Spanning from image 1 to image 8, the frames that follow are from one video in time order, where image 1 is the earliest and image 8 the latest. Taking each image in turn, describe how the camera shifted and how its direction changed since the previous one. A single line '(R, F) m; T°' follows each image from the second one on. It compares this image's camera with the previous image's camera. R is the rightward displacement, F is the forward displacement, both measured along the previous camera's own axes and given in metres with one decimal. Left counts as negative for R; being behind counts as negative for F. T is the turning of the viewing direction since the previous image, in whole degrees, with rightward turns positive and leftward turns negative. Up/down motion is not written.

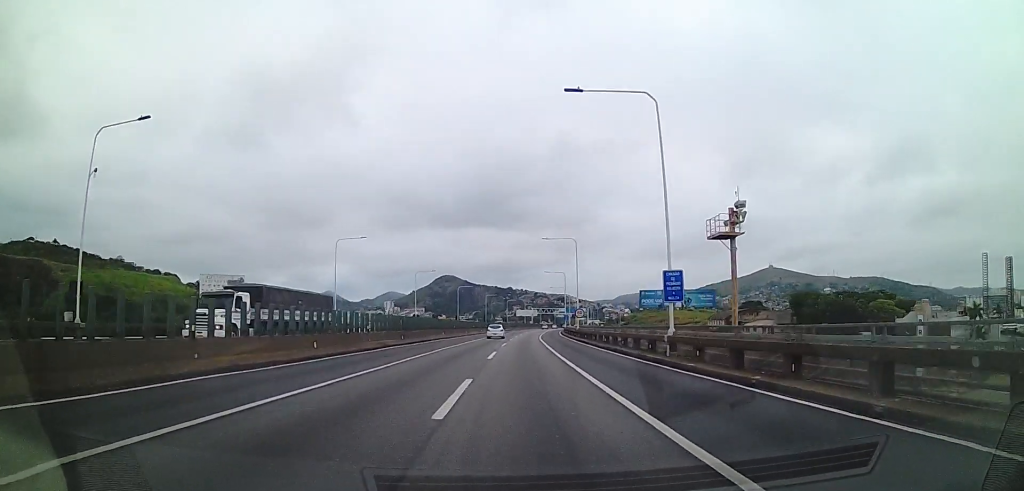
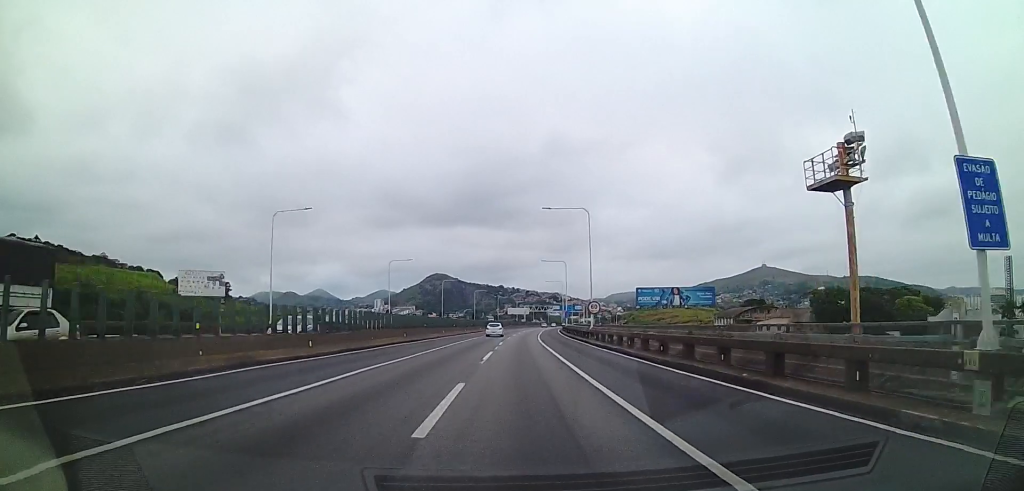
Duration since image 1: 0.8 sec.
(+0.5, +15.5) m; +1°
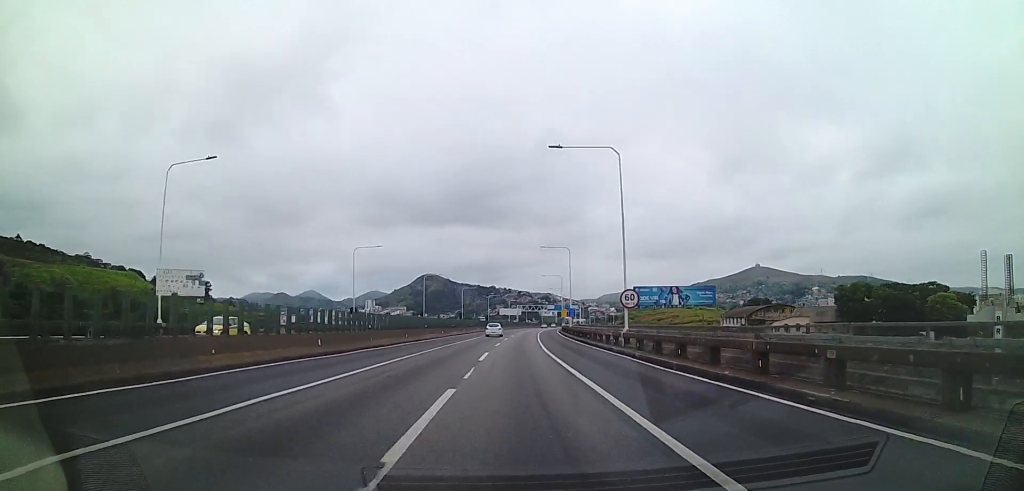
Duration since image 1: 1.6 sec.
(0.0, +15.8) m; 0°
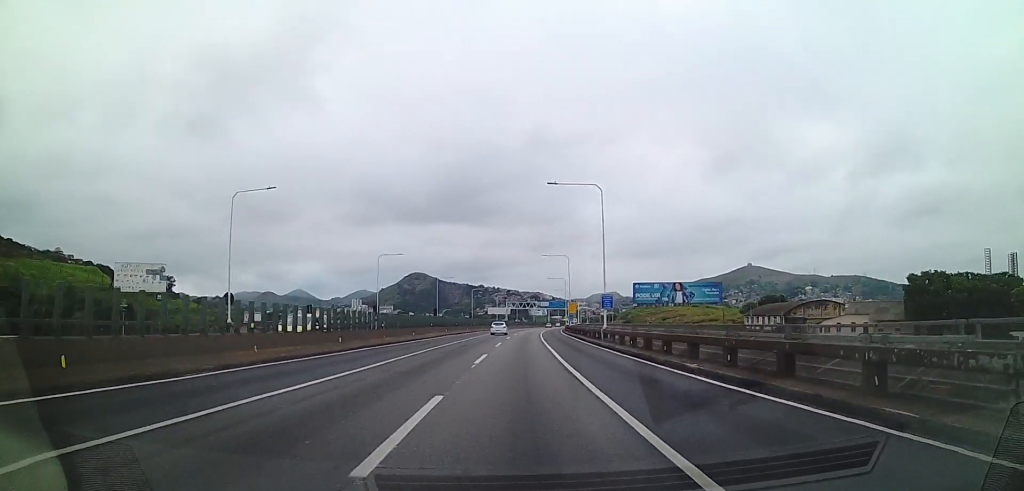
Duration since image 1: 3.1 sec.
(+0.1, +30.9) m; +2°
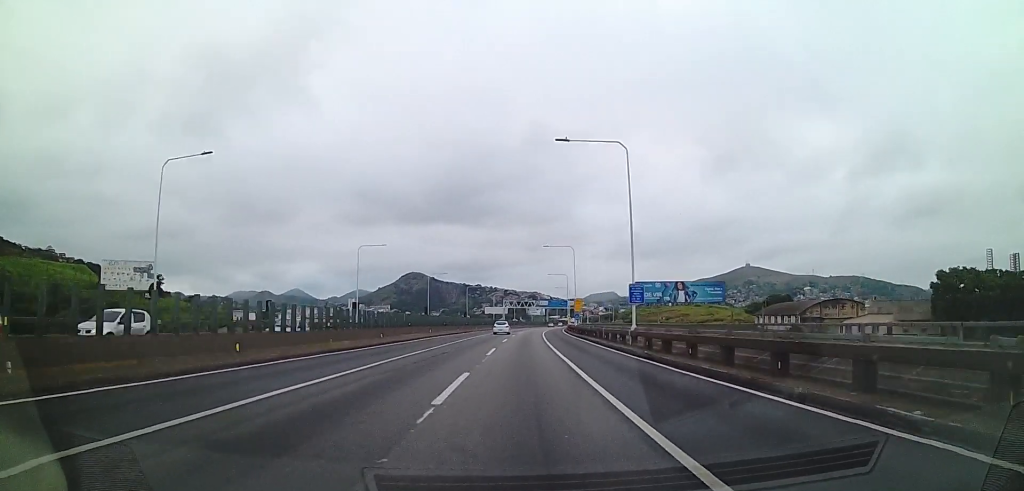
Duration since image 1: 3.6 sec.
(+0.2, +9.5) m; +1°
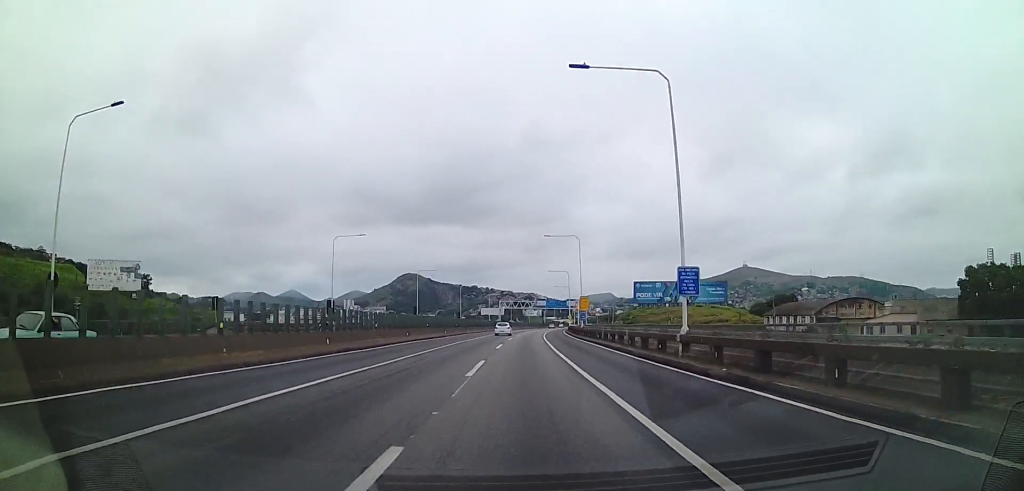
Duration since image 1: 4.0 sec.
(+0.1, +8.9) m; 0°
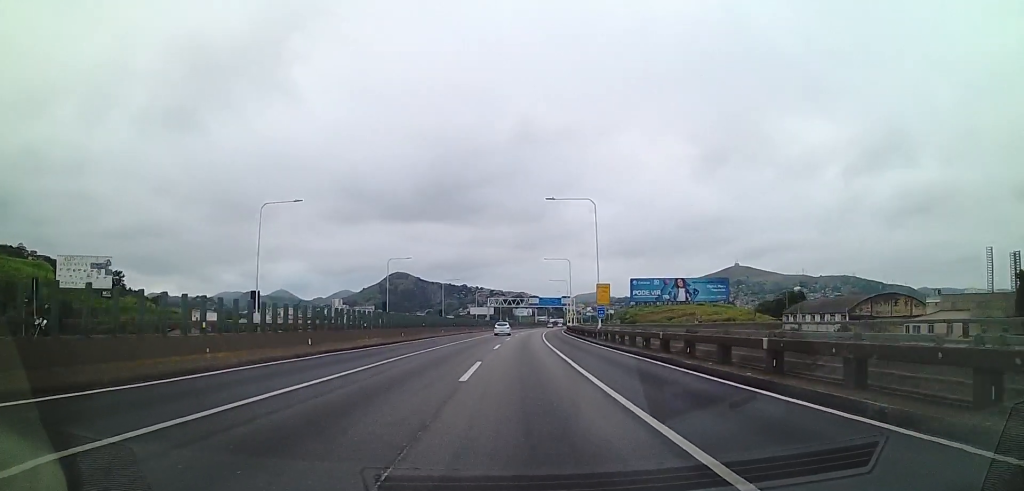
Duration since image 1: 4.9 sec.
(-0.1, +17.3) m; 0°
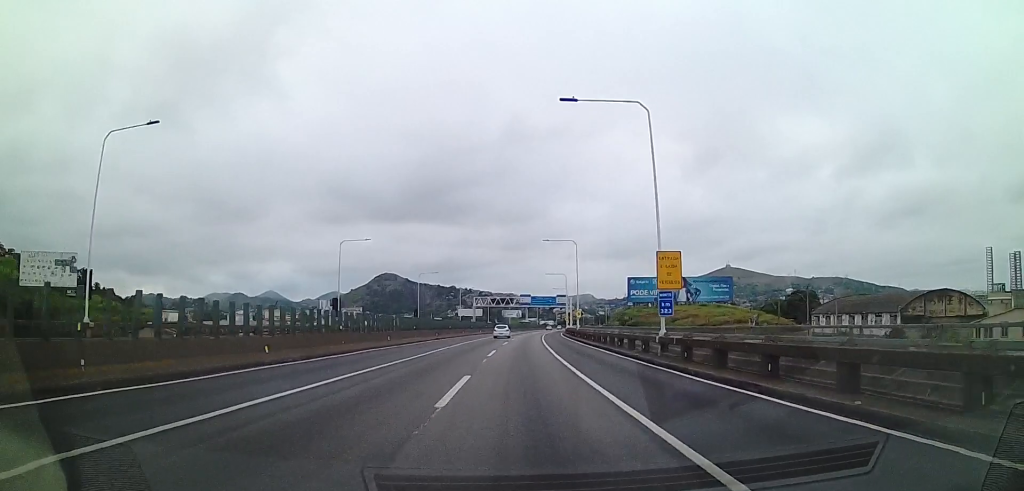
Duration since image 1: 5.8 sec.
(+0.1, +20.0) m; +2°
